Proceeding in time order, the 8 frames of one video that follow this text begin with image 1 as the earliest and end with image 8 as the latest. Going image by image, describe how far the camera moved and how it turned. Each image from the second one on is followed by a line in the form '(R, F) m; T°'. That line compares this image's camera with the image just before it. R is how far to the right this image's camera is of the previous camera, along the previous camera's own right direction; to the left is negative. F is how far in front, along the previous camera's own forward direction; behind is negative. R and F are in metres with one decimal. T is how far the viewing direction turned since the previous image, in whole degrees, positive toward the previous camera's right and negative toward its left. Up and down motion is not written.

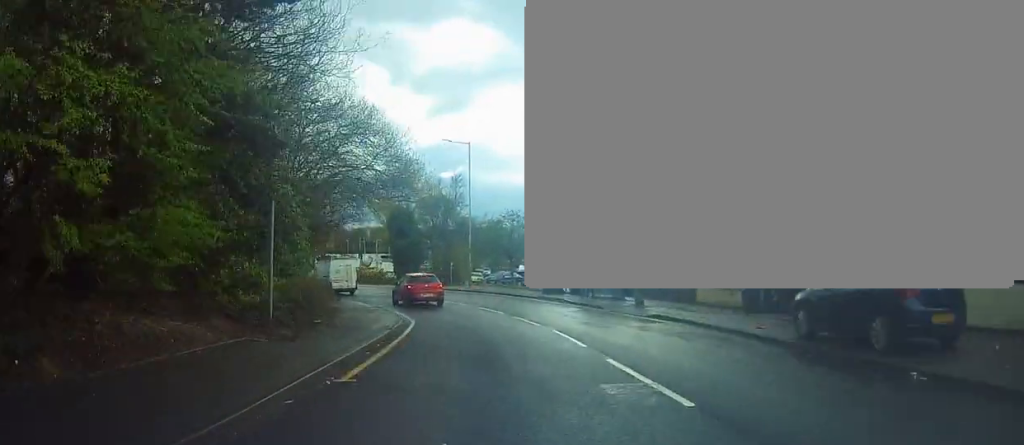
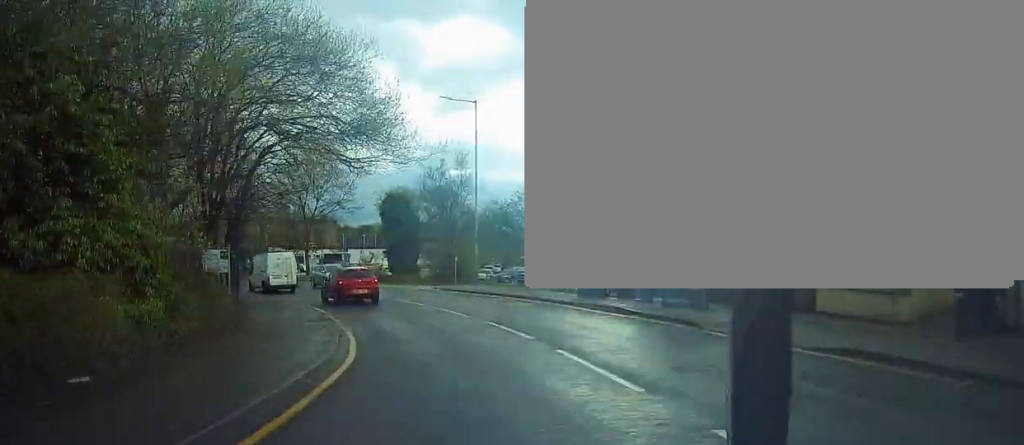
(-0.4, +10.9) m; -1°
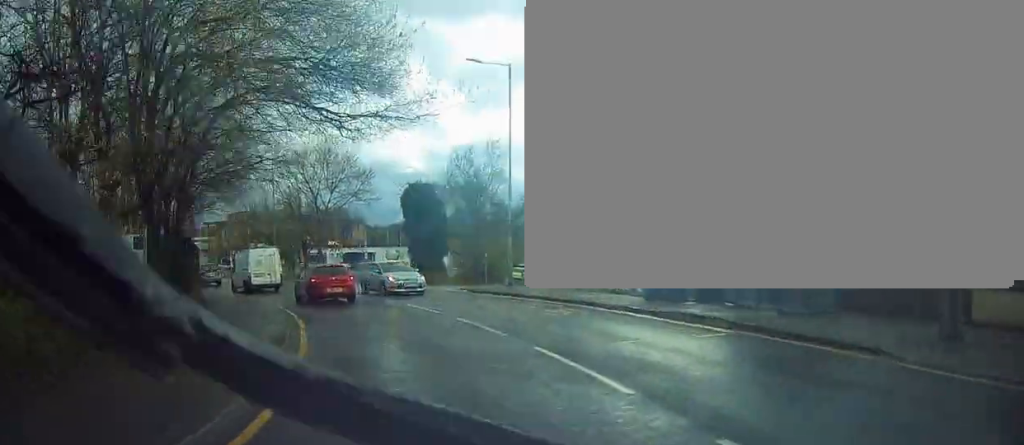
(+0.2, +6.5) m; 0°
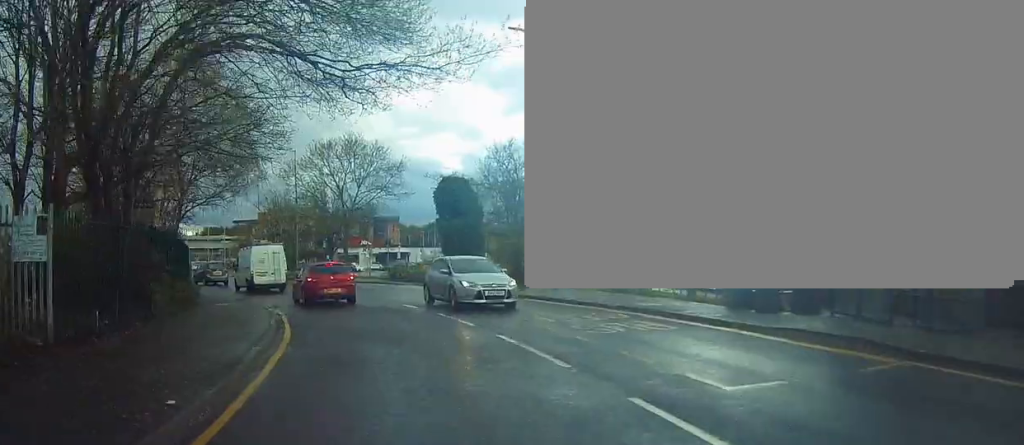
(-0.1, +4.2) m; -4°
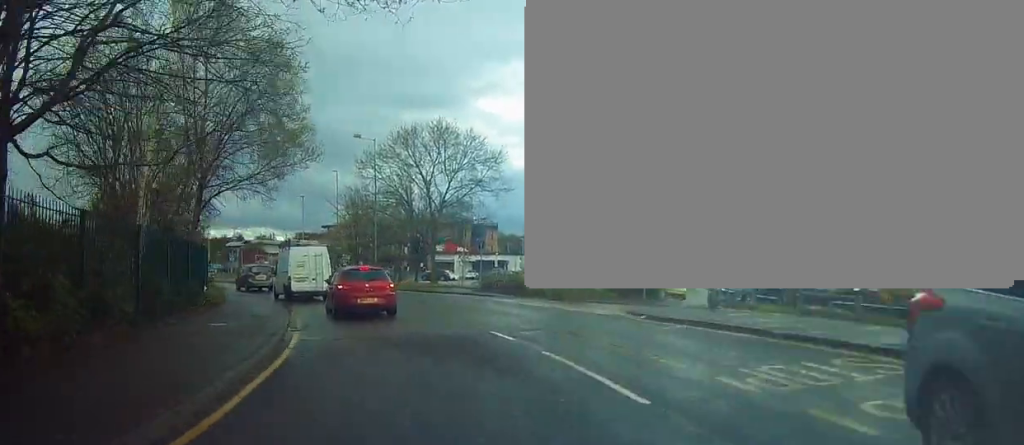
(-0.5, +7.7) m; -7°
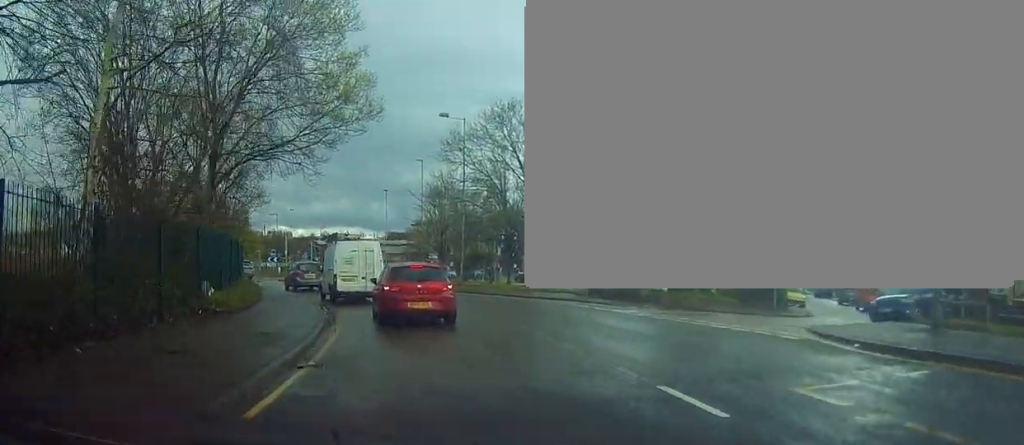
(-0.5, +6.8) m; -6°
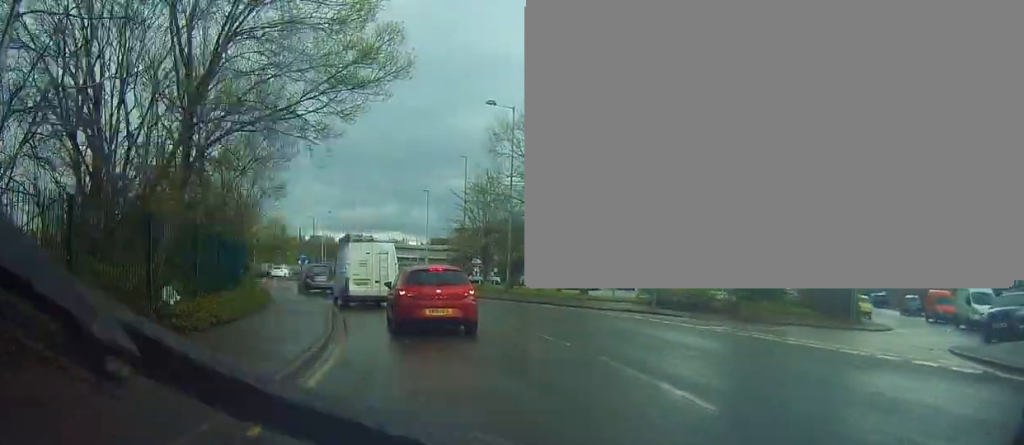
(-0.1, +4.9) m; -6°
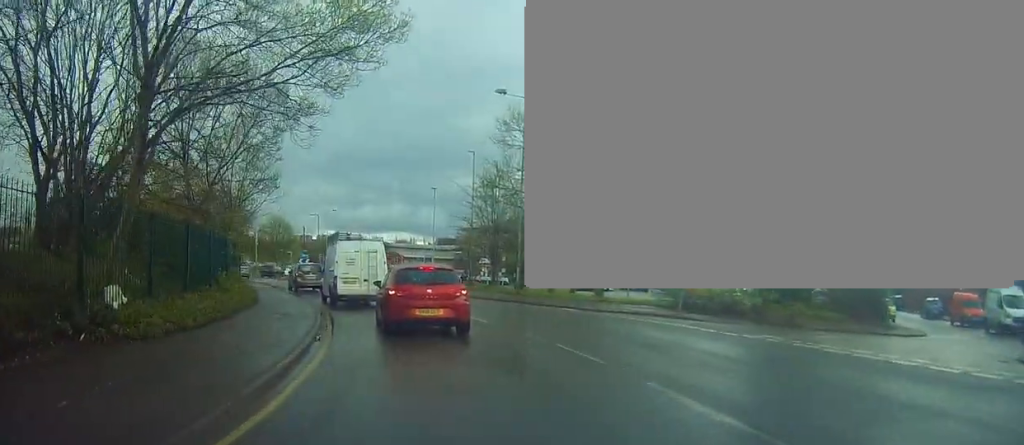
(-0.2, +2.4) m; -4°
